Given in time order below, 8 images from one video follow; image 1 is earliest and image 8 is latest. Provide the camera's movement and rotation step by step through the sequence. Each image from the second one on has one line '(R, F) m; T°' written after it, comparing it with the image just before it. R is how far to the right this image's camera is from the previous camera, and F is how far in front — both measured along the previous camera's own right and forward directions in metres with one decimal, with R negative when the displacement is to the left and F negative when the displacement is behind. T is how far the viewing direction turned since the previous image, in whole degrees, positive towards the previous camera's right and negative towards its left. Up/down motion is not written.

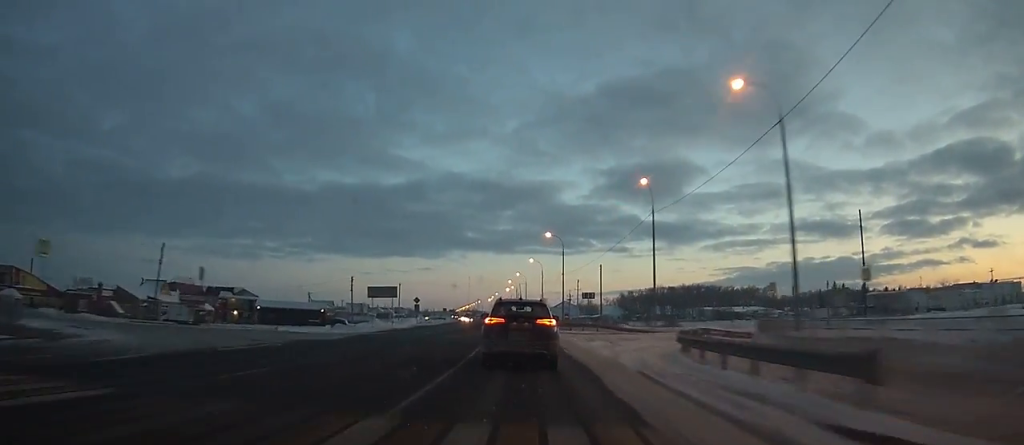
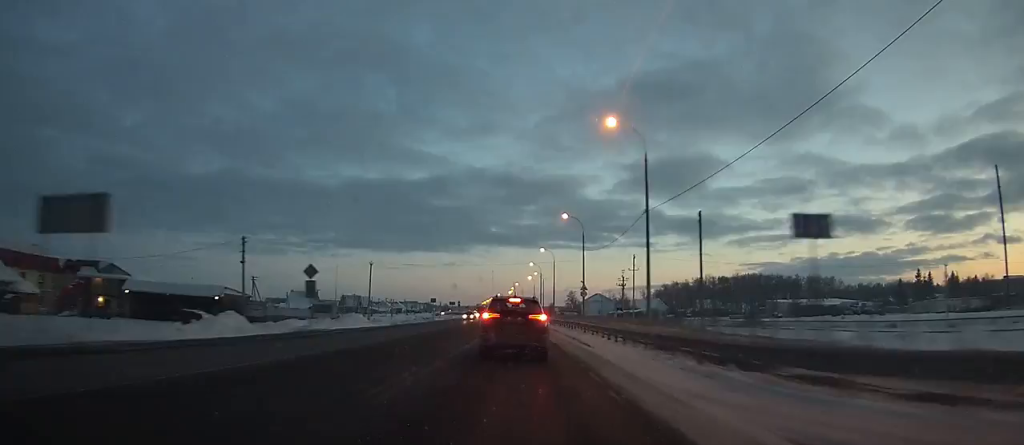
(-1.0, +46.6) m; -2°
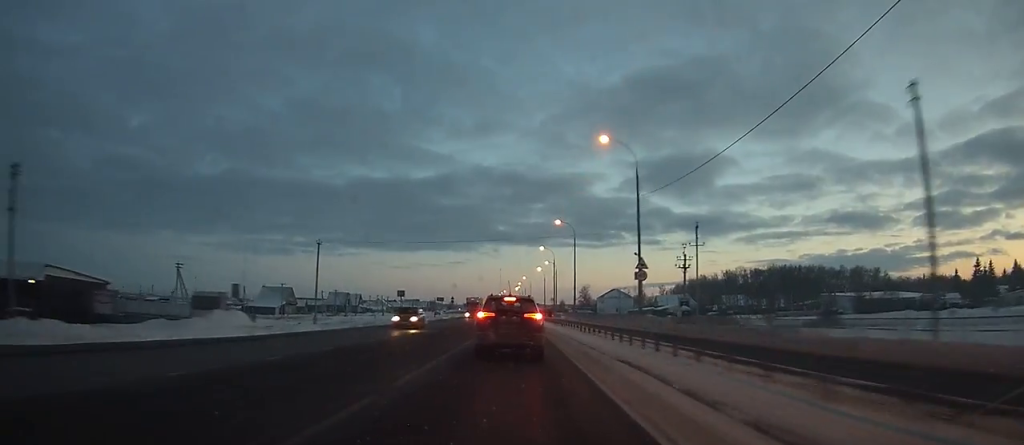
(-0.3, +28.4) m; -1°
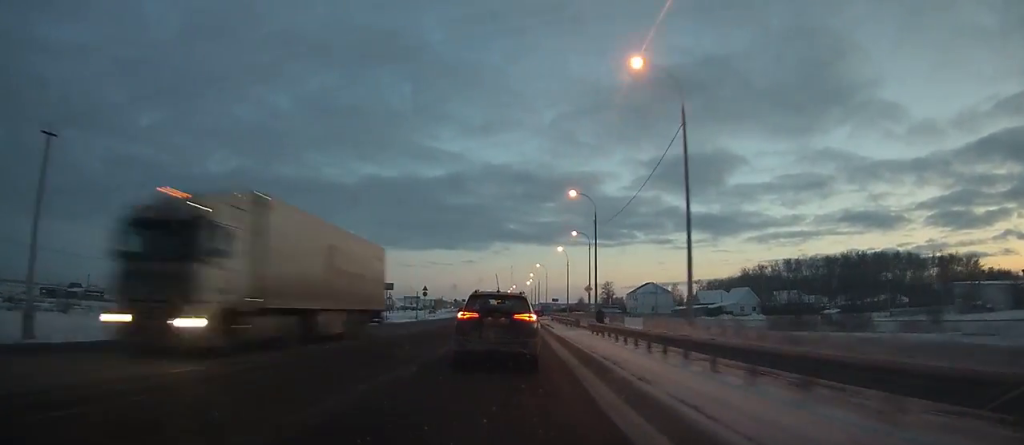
(-0.8, +46.6) m; -2°
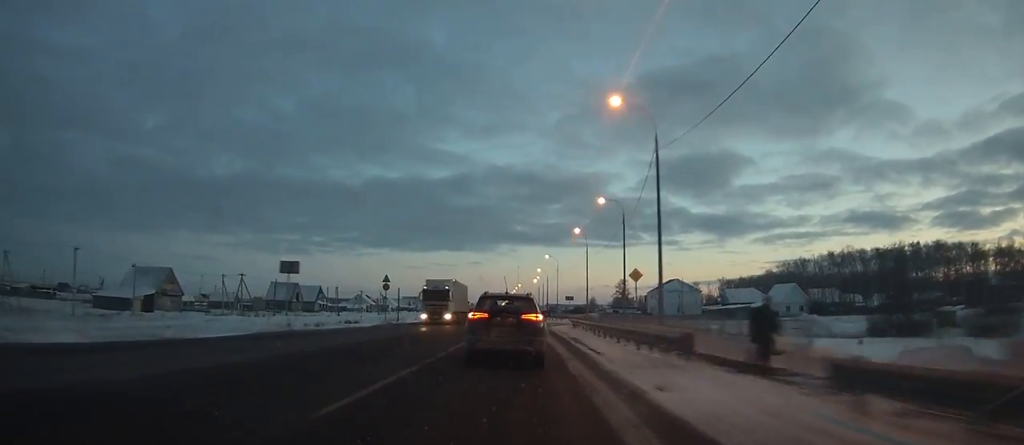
(-0.2, +27.5) m; -1°
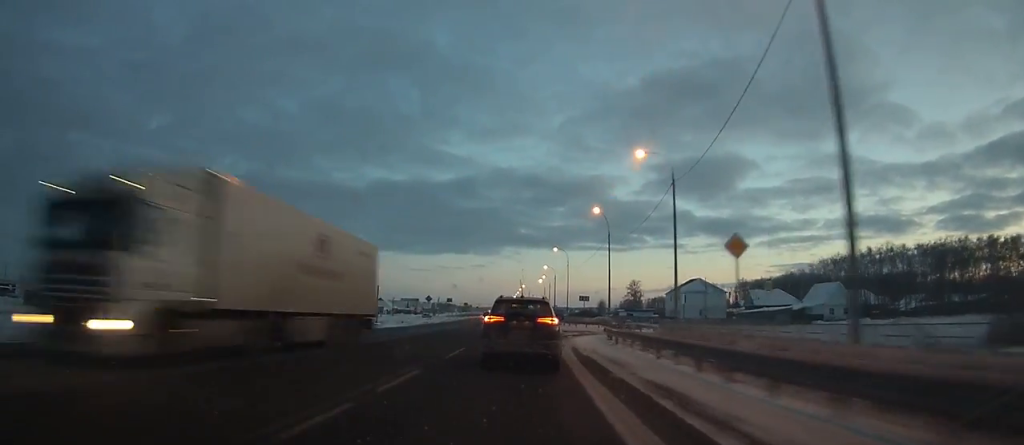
(-0.1, +19.3) m; 0°
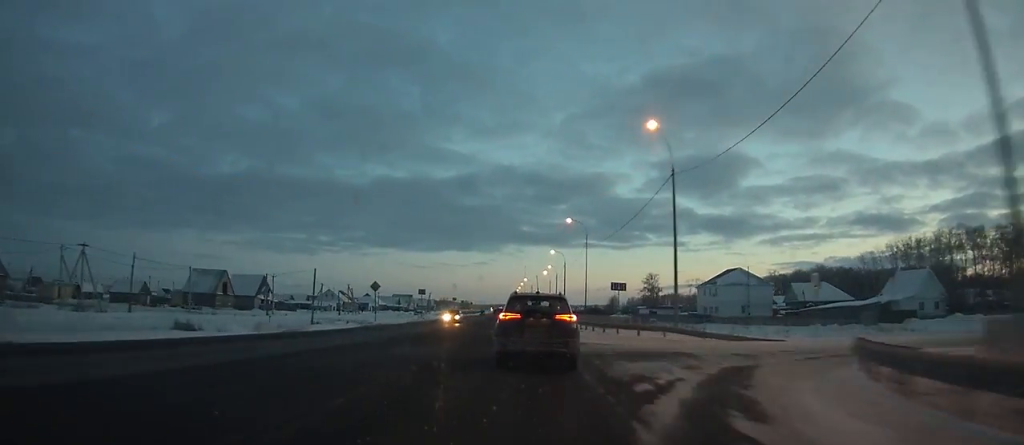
(-0.1, +29.2) m; -1°
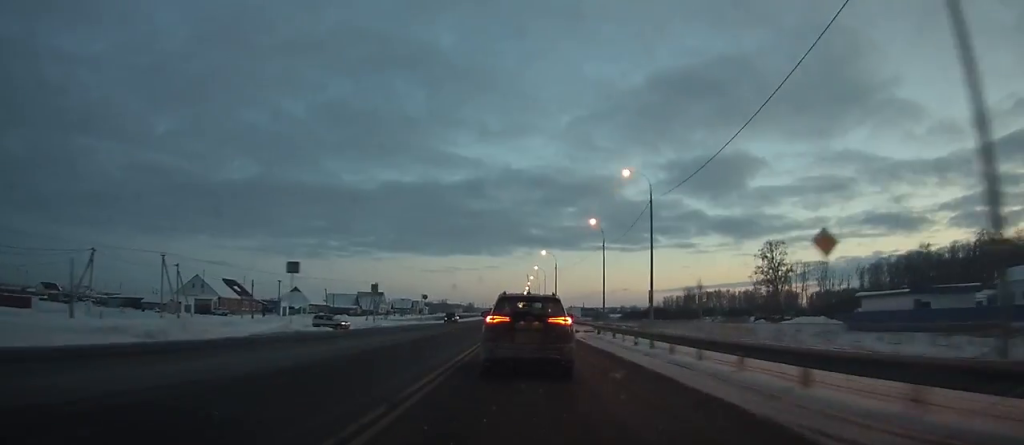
(-1.1, +96.7) m; -1°
